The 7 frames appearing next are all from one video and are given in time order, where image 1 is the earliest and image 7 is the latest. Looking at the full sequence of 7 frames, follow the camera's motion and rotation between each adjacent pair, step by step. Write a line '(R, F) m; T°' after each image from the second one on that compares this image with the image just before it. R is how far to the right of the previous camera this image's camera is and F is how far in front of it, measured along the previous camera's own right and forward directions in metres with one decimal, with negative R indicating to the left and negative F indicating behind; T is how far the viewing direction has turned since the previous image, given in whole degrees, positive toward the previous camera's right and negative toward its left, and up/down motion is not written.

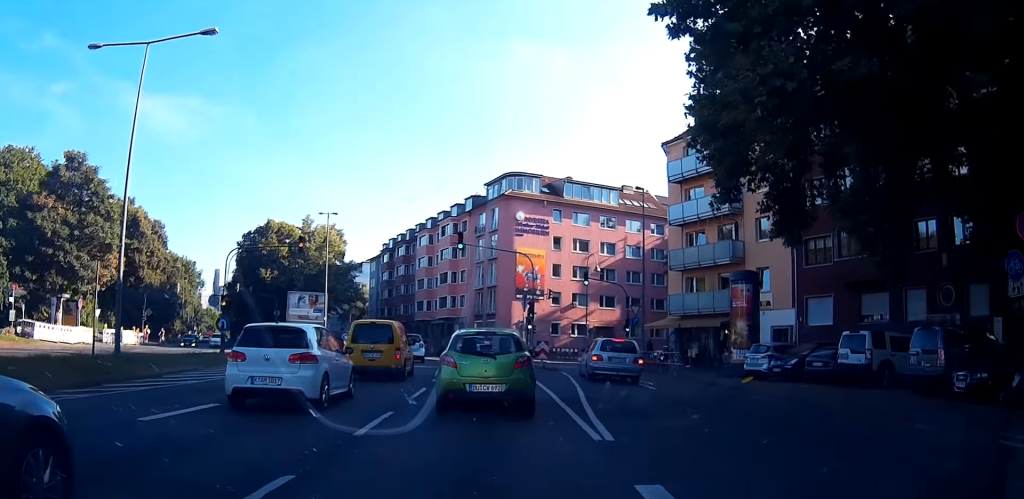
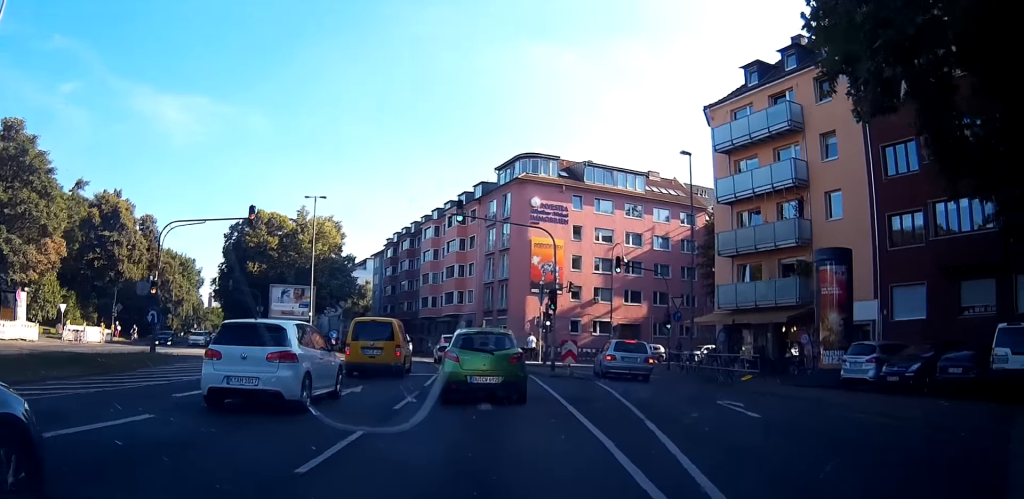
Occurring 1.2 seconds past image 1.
(-0.4, +11.3) m; -4°
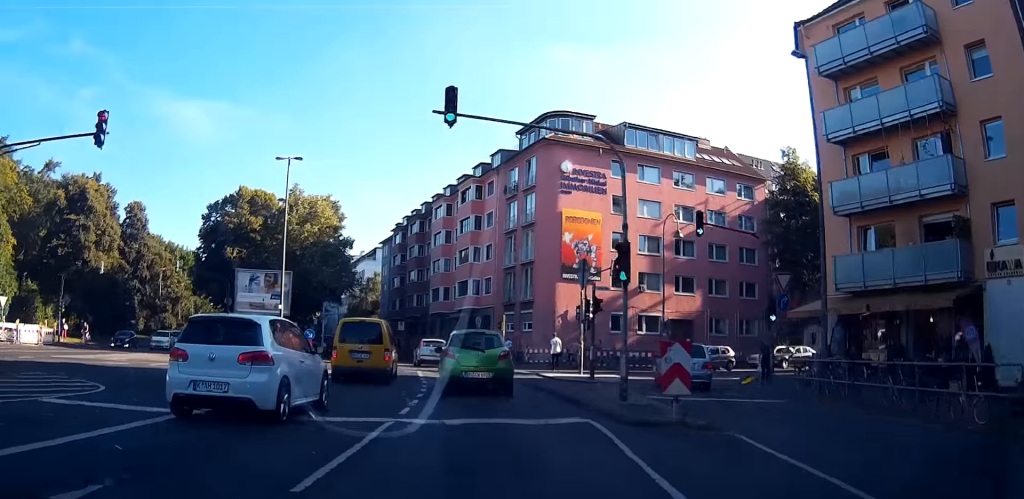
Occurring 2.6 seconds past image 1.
(-0.6, +14.8) m; -4°
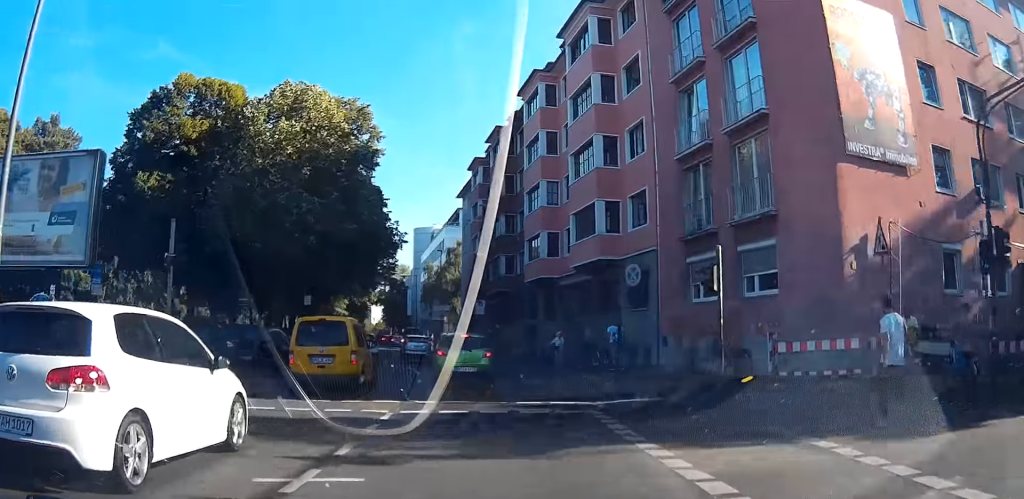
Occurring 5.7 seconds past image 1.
(-1.3, +36.7) m; -4°
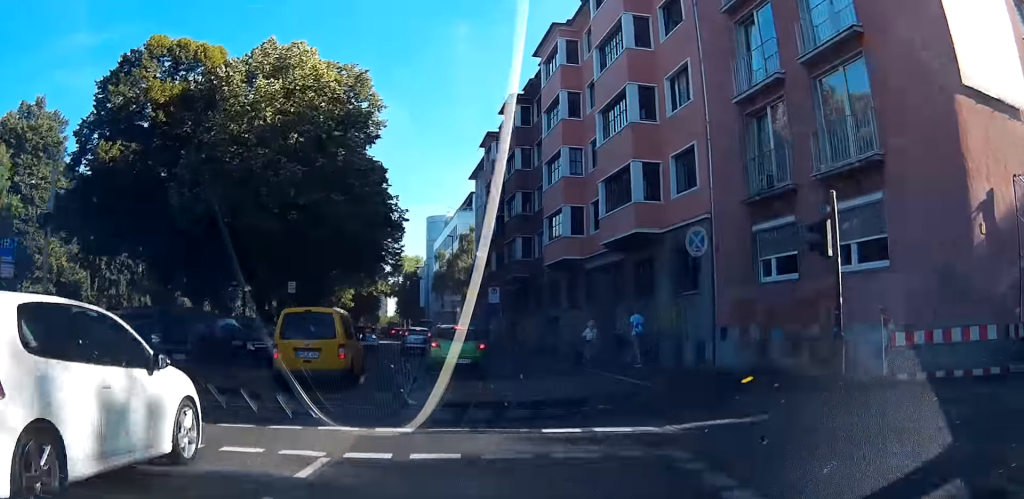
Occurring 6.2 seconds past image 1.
(-0.2, +5.6) m; -2°
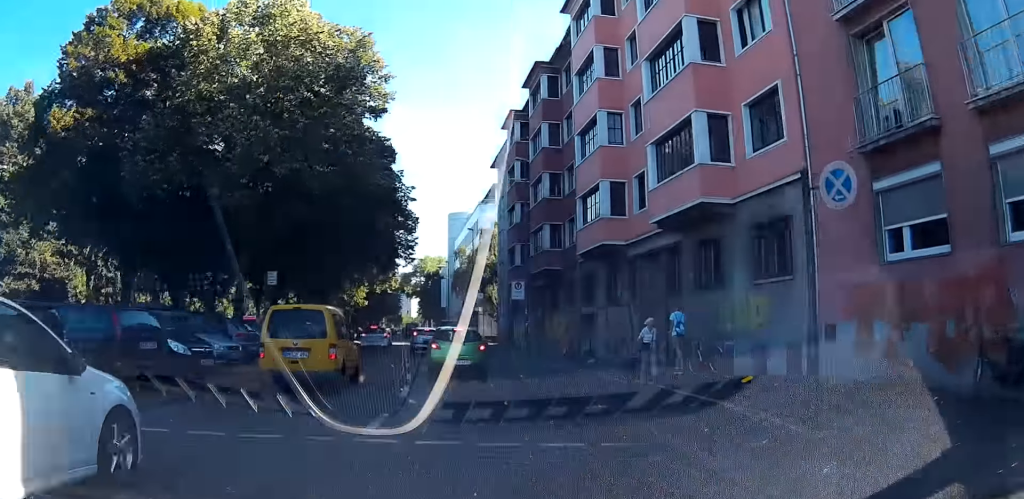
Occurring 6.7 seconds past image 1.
(0.0, +6.0) m; -2°
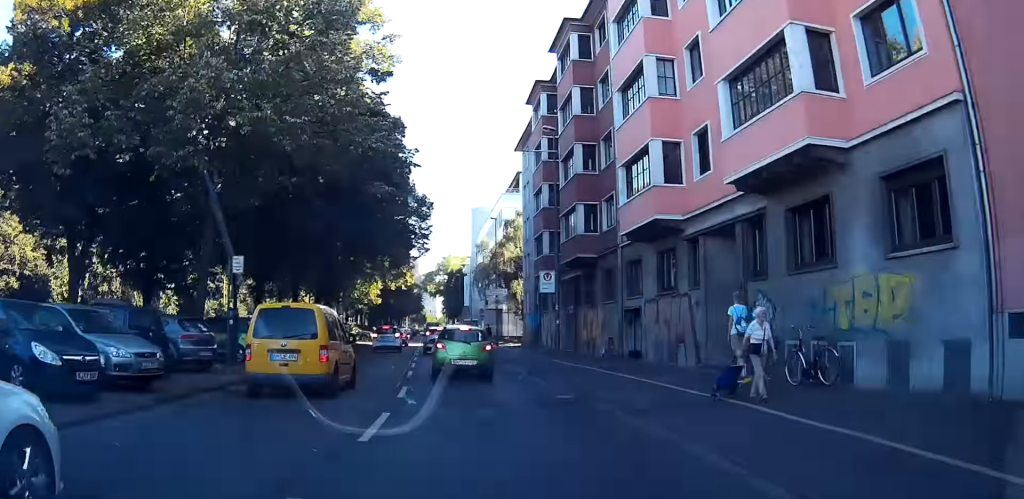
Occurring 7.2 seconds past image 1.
(-0.1, +5.8) m; -1°
